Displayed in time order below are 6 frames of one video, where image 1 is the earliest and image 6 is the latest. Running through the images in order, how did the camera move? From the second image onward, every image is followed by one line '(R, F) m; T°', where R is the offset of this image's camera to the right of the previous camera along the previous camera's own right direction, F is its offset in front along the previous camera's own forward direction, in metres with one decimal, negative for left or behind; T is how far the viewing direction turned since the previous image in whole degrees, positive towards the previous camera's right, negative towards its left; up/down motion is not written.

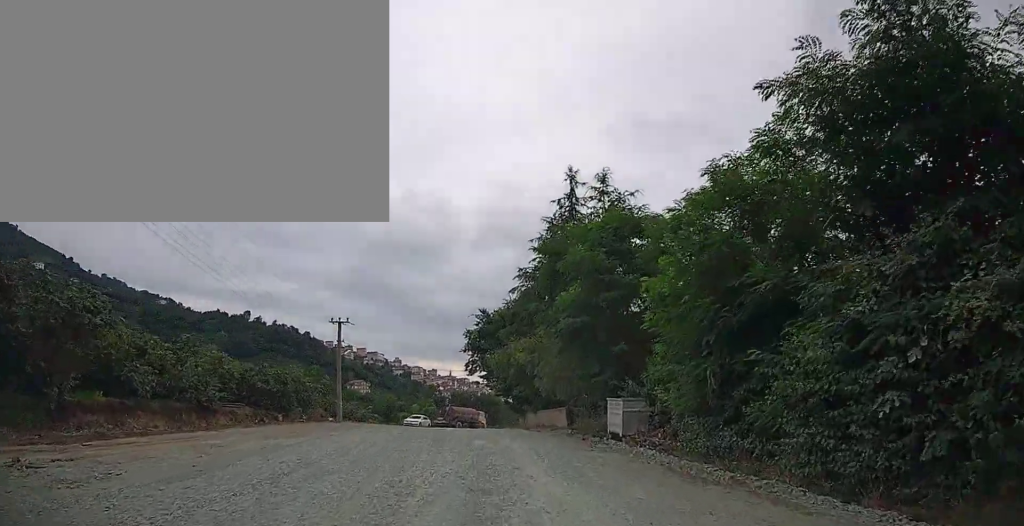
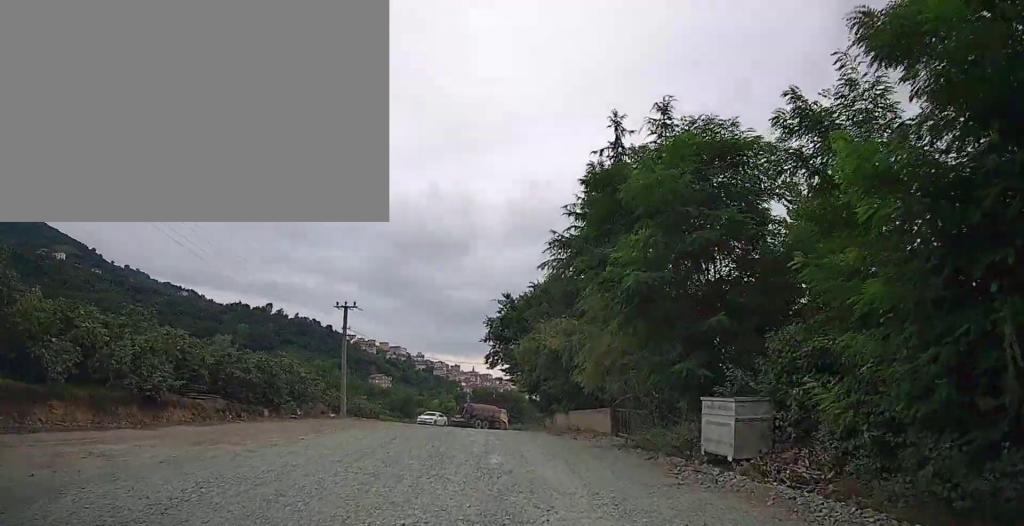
(-0.1, +6.0) m; -1°
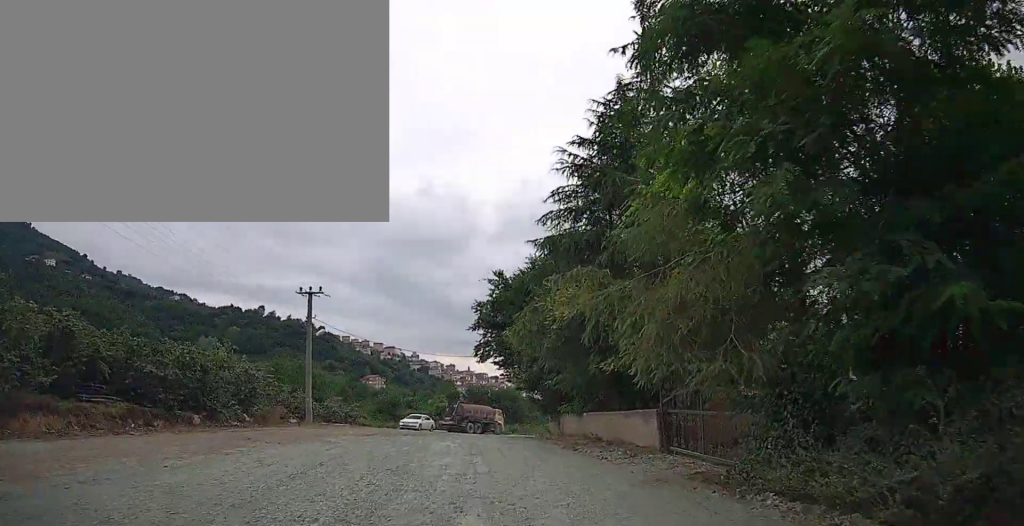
(0.0, +7.0) m; -1°
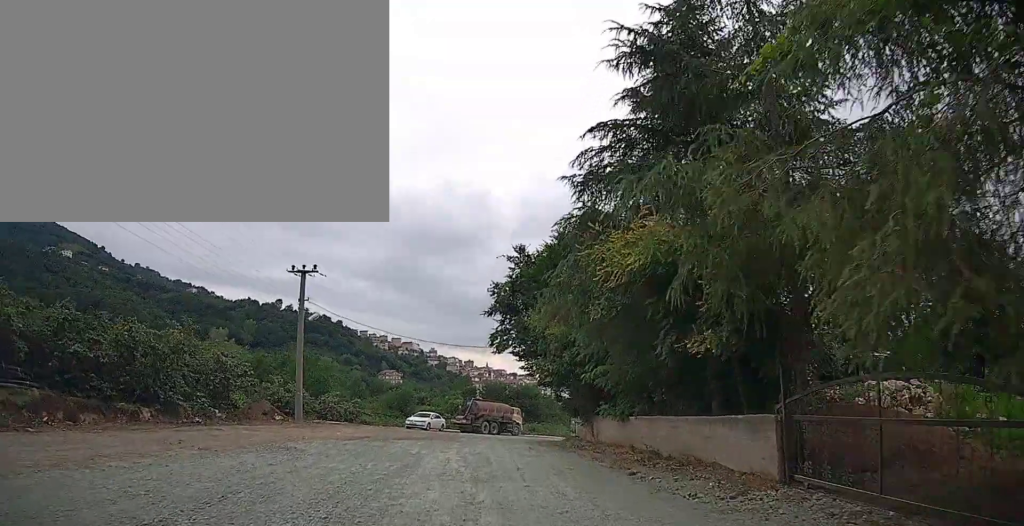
(-0.1, +5.3) m; -2°
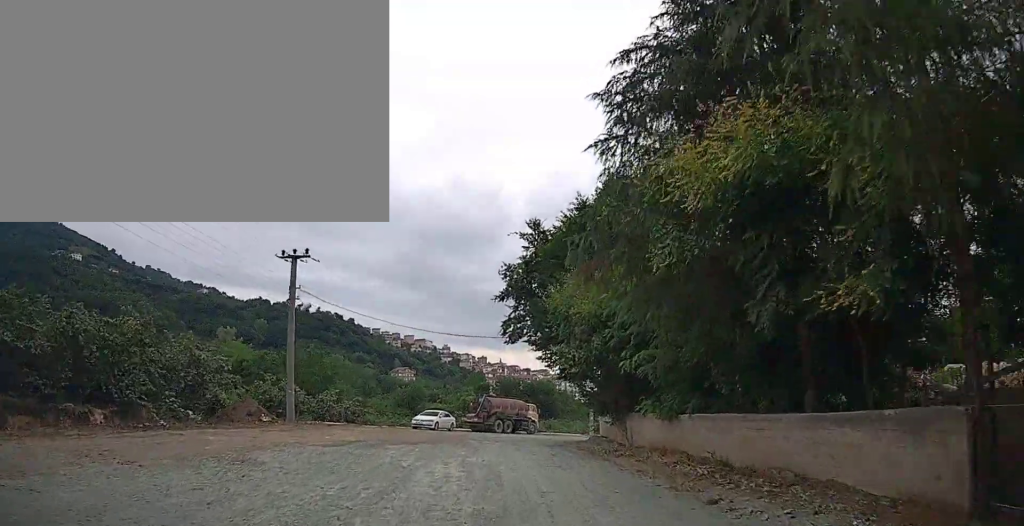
(0.0, +3.9) m; -2°
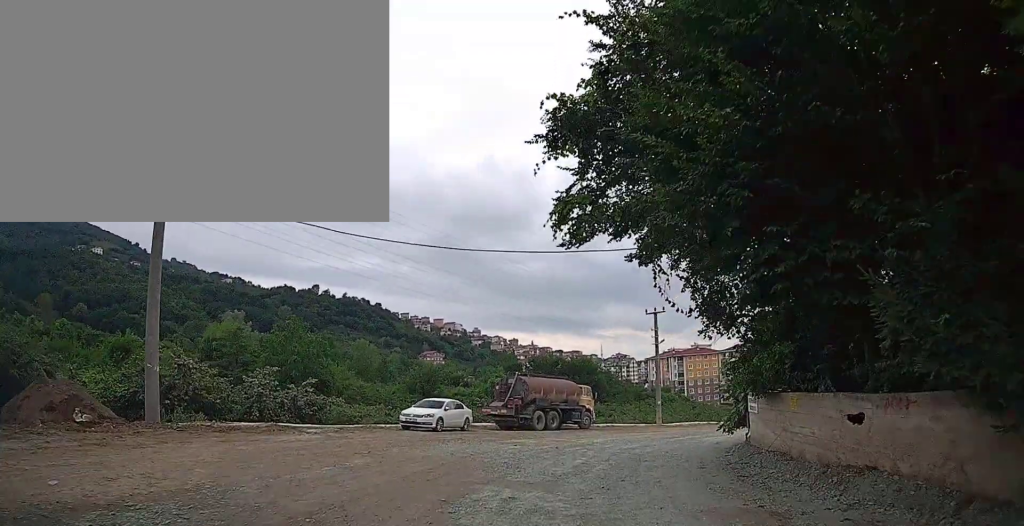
(-0.7, +15.2) m; -2°
